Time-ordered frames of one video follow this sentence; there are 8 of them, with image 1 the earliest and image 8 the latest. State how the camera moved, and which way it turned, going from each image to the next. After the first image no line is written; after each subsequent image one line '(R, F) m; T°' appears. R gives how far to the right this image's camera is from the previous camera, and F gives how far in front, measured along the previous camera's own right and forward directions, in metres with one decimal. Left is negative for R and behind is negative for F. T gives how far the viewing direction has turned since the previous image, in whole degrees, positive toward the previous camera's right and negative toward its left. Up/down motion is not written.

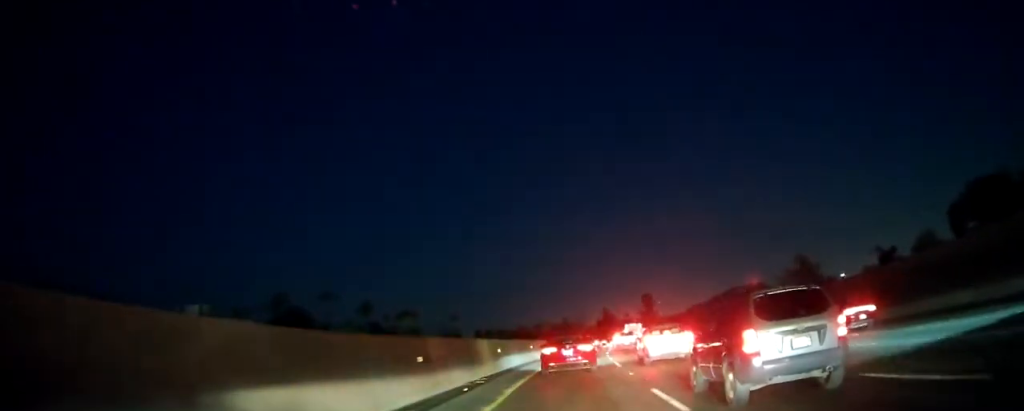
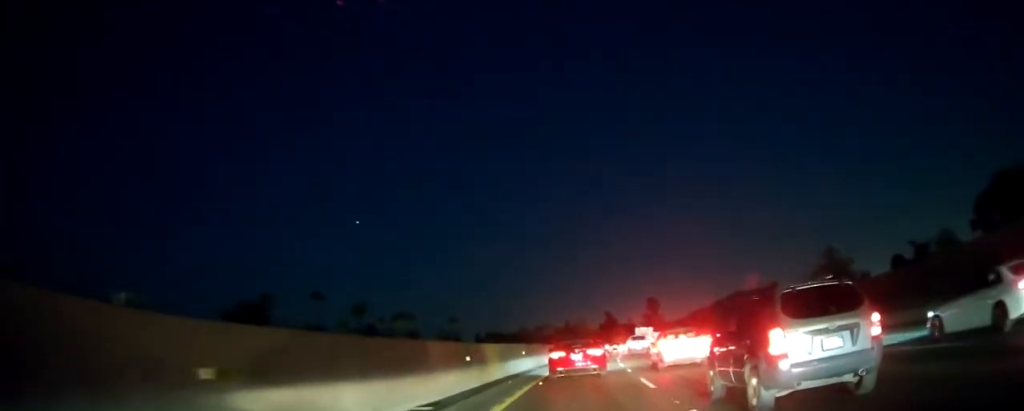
(0.0, +9.5) m; 0°
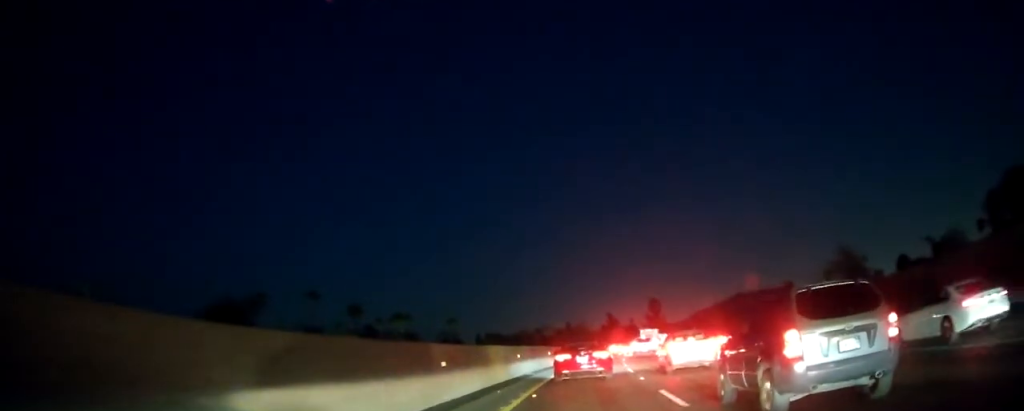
(0.0, +4.3) m; 0°
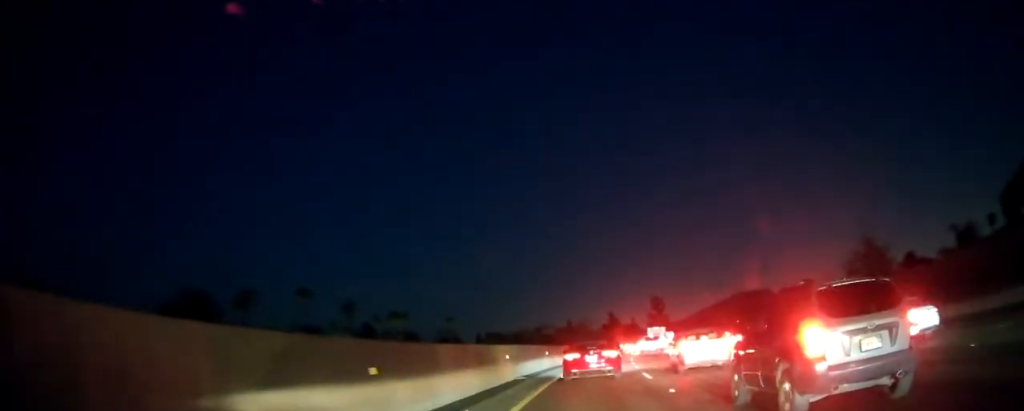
(0.0, +6.2) m; 0°
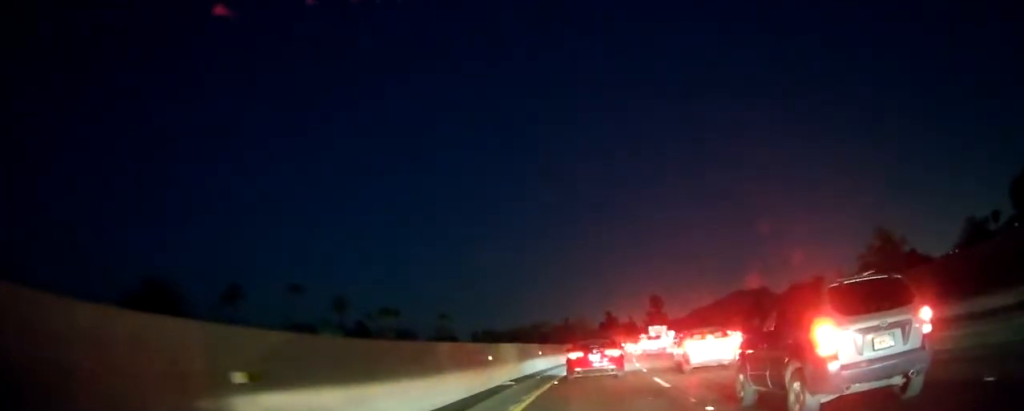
(0.0, +4.7) m; 0°
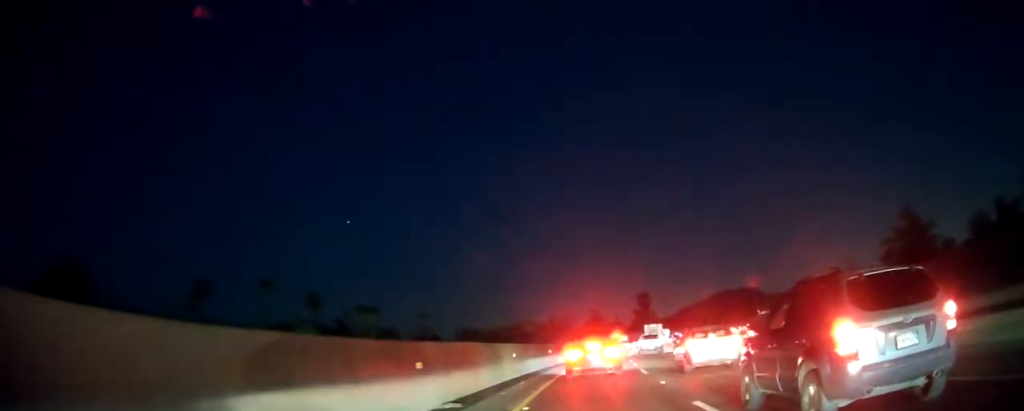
(0.0, +8.6) m; 0°
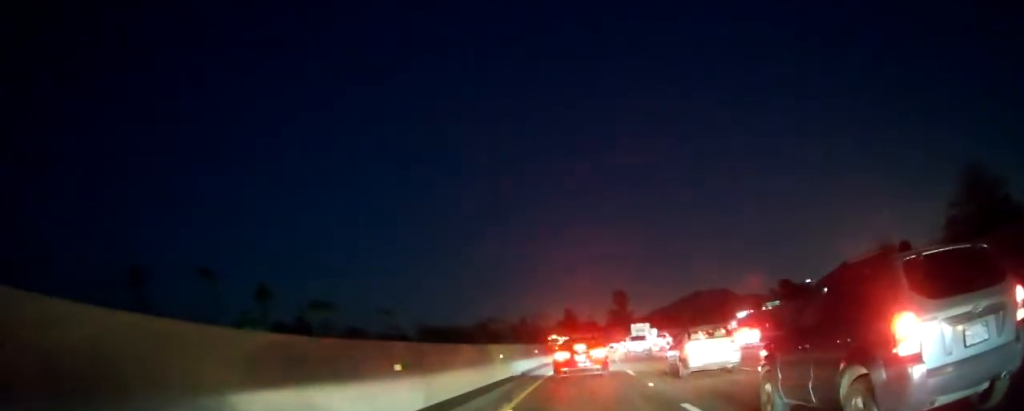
(+0.3, +15.3) m; +3°
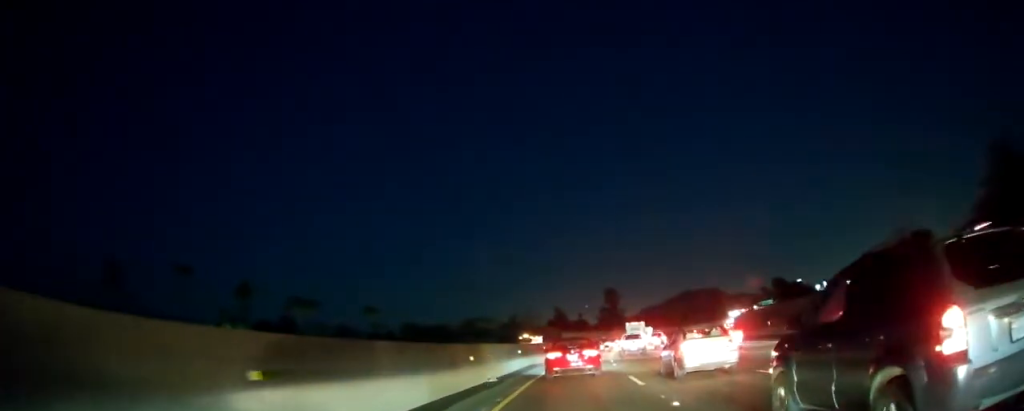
(+0.1, +5.3) m; +1°
